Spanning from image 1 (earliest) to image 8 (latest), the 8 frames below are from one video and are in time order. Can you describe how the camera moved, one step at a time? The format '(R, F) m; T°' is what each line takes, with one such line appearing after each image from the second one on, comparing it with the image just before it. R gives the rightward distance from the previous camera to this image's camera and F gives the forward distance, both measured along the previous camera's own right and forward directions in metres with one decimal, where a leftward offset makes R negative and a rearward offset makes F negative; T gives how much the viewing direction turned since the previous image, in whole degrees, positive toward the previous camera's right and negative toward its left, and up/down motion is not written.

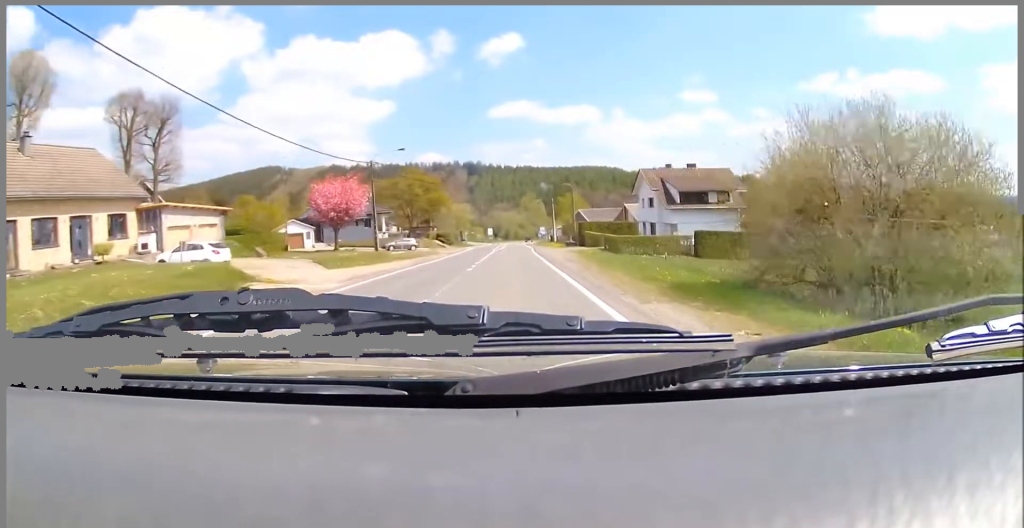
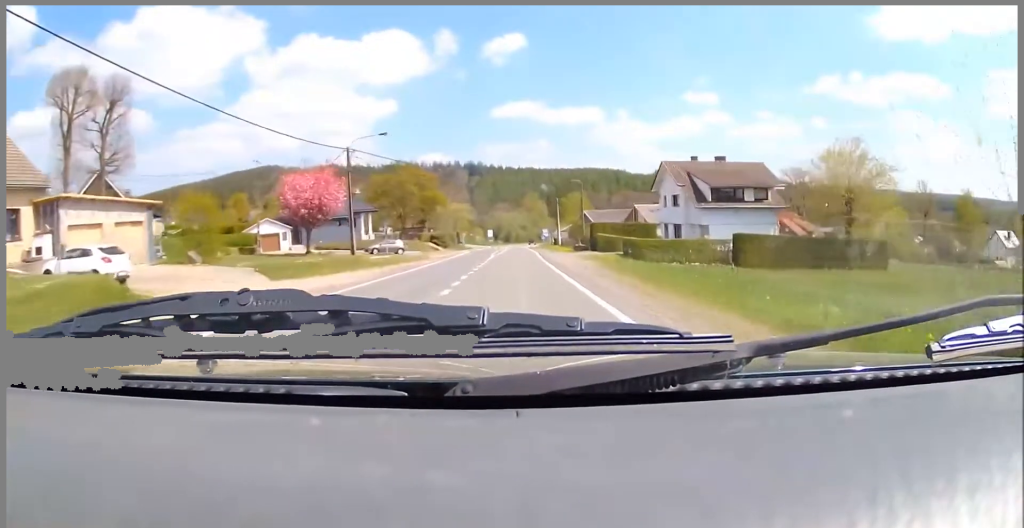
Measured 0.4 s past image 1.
(+0.4, +9.0) m; 0°
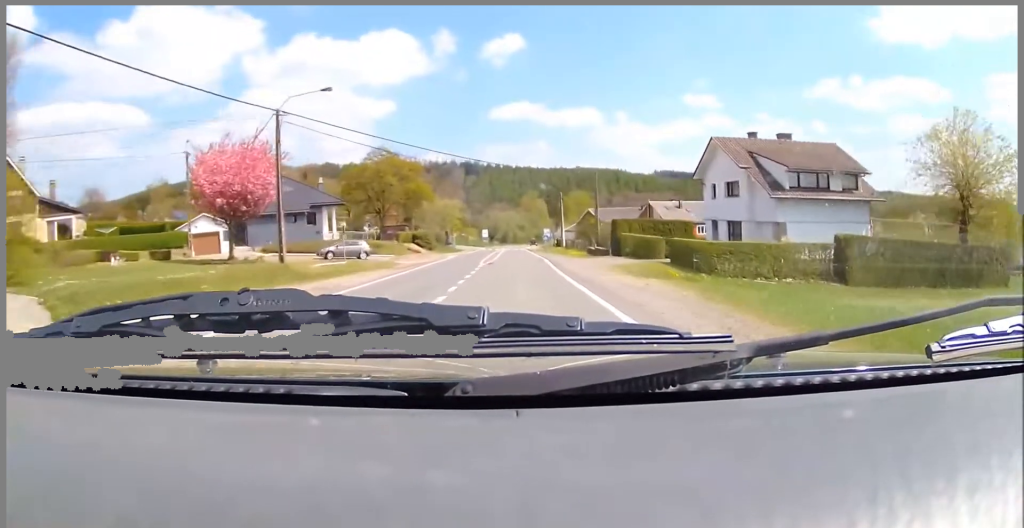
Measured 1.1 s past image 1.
(-0.4, +14.8) m; -1°
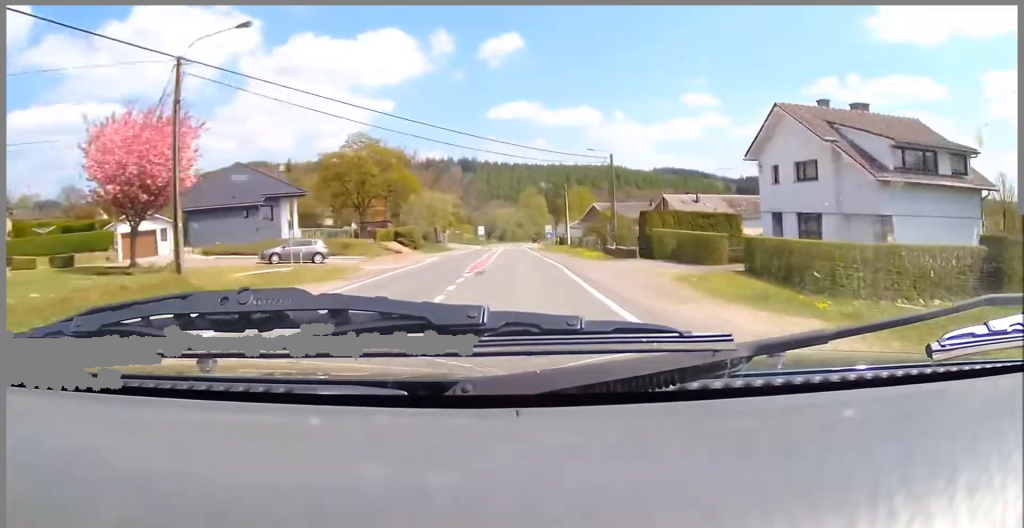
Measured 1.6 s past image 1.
(-0.4, +11.0) m; 0°
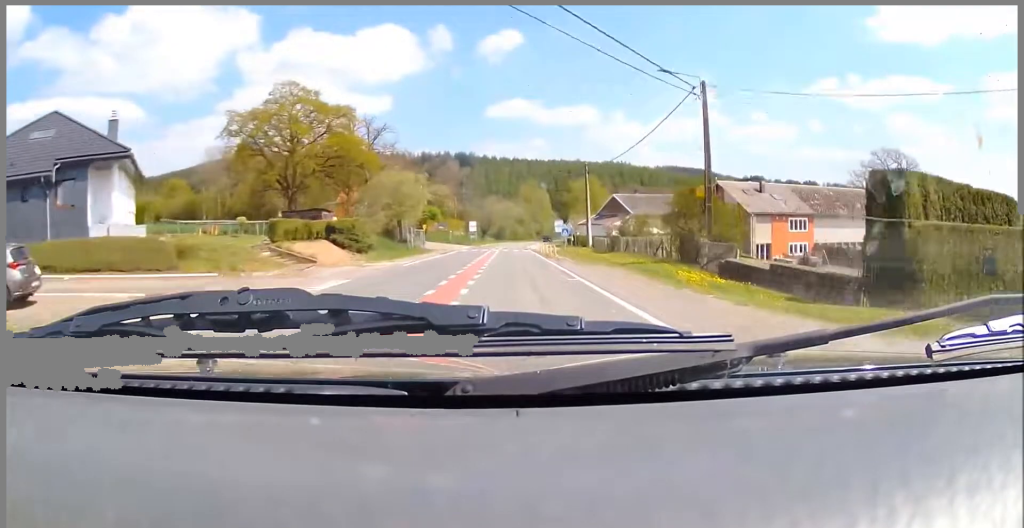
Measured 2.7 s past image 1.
(+0.6, +25.3) m; +1°
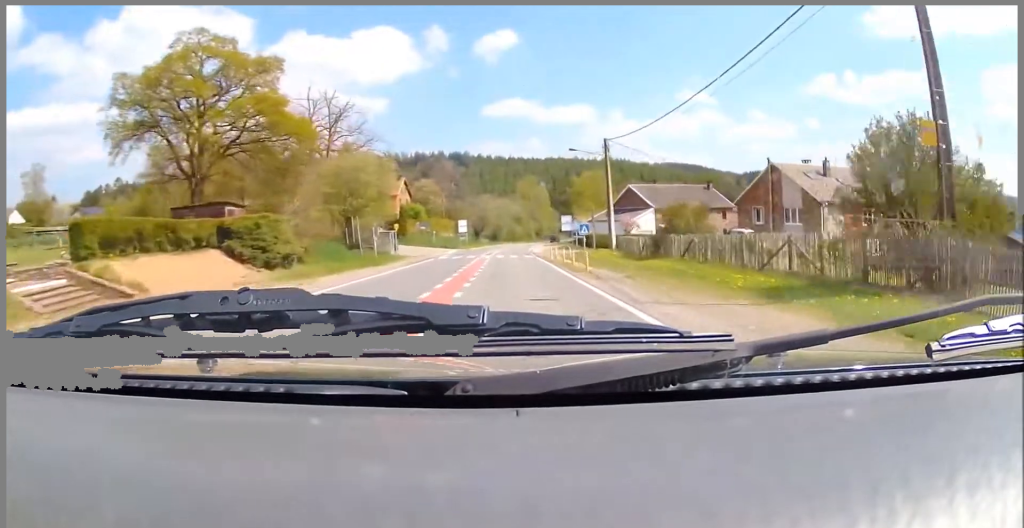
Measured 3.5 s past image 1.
(+0.1, +16.3) m; -1°
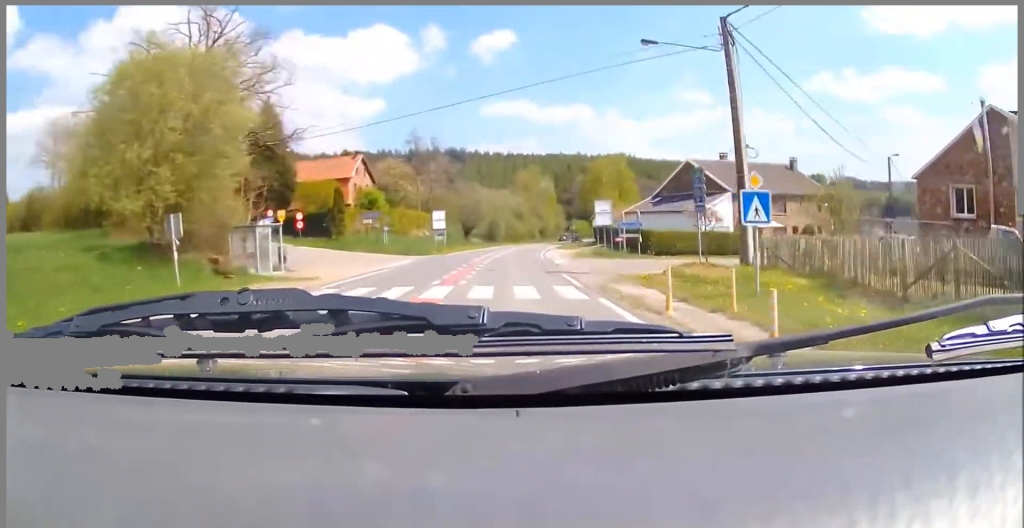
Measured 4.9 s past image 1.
(-0.4, +28.4) m; +1°
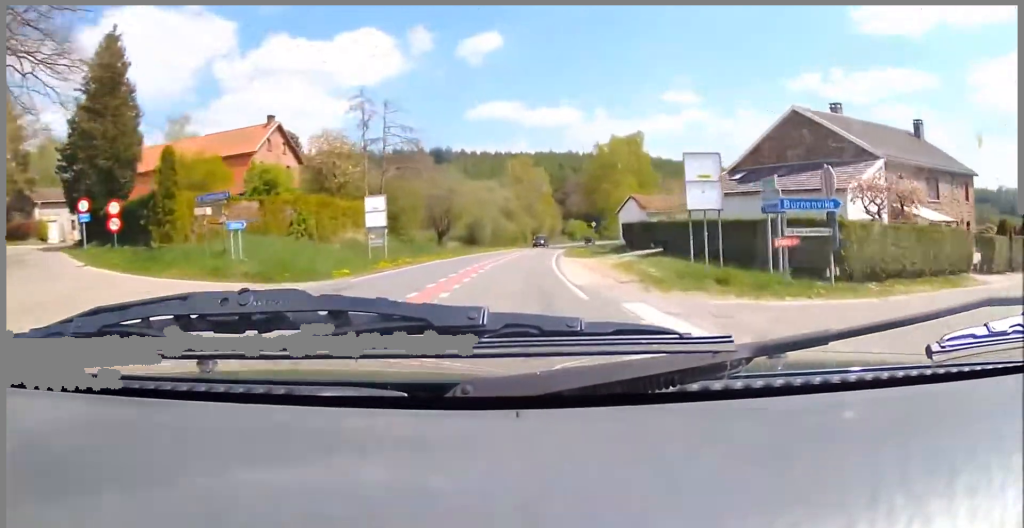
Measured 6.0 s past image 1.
(+0.5, +23.9) m; +2°
